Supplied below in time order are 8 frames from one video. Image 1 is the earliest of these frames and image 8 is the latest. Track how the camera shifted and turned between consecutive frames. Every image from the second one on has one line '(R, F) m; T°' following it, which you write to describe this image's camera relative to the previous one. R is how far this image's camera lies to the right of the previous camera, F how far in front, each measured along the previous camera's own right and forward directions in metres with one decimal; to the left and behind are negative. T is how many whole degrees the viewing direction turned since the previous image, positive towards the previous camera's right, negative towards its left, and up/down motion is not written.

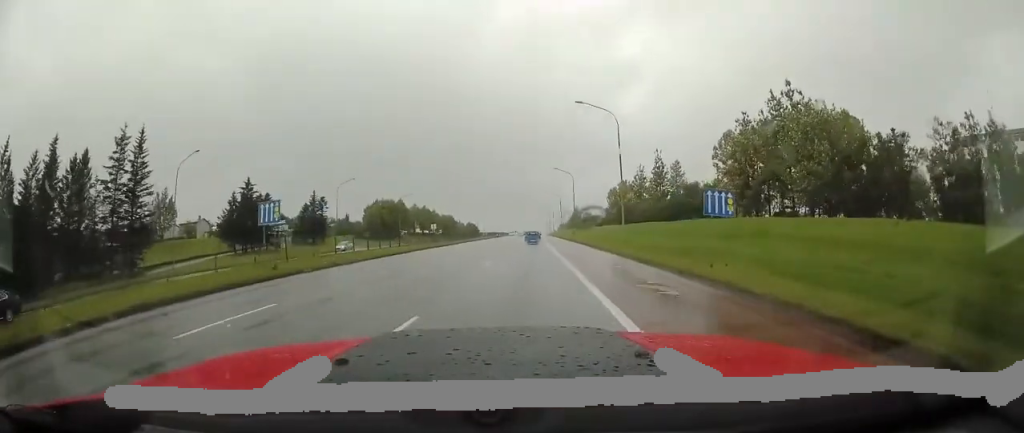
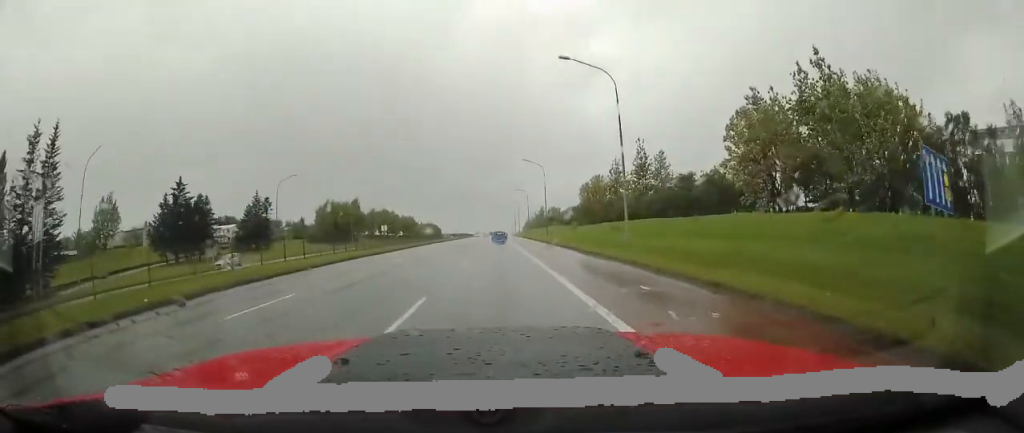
(+0.8, +9.2) m; +5°
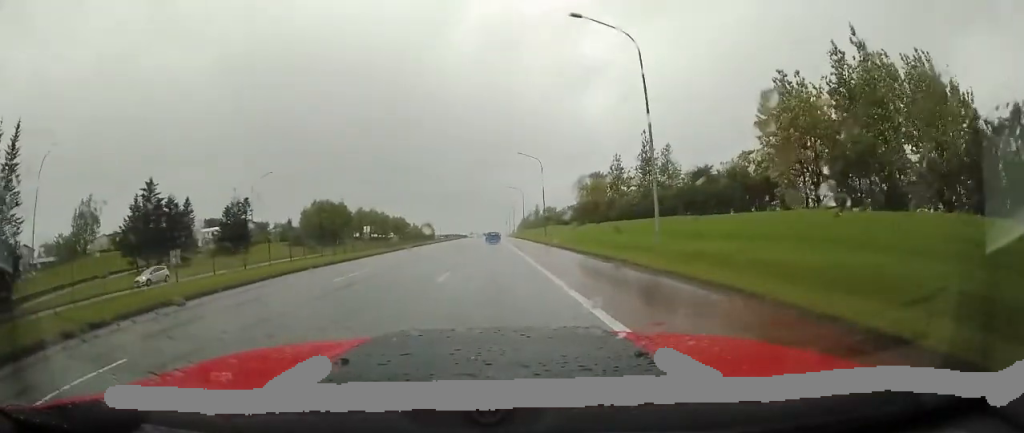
(+0.1, +5.6) m; +1°
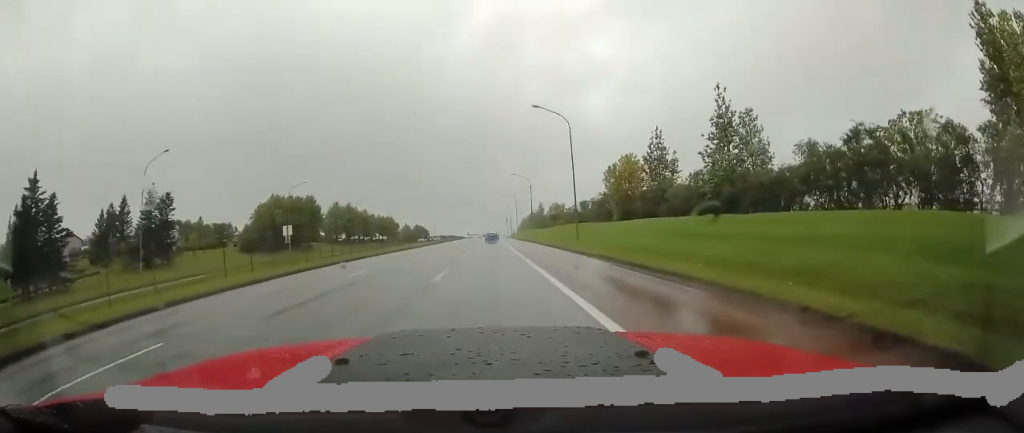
(+0.3, +22.8) m; +1°
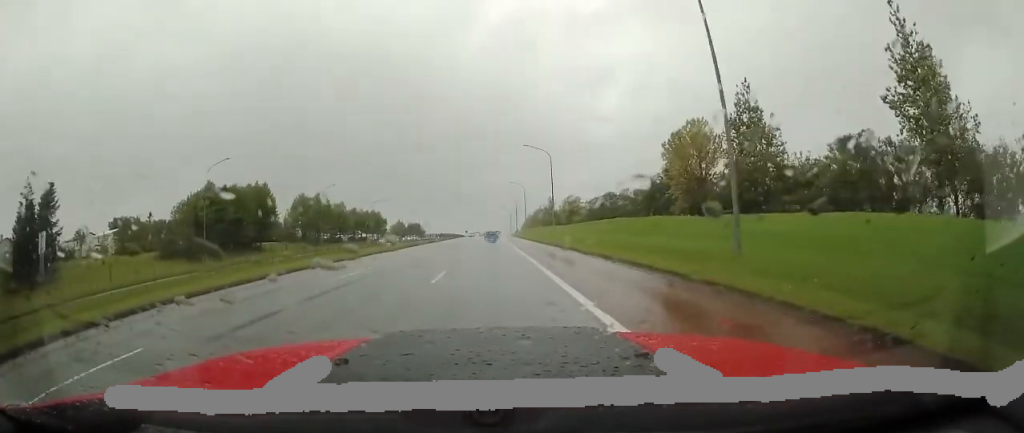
(-0.3, +25.1) m; -1°
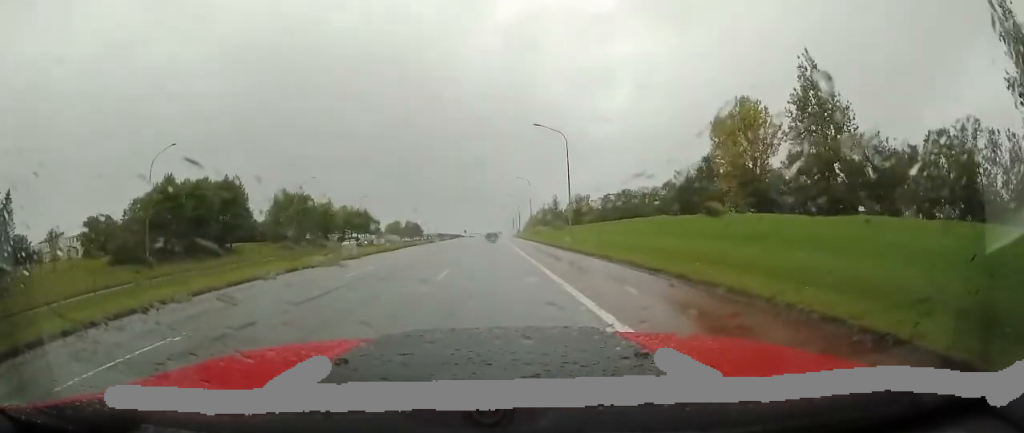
(0.0, +10.8) m; 0°
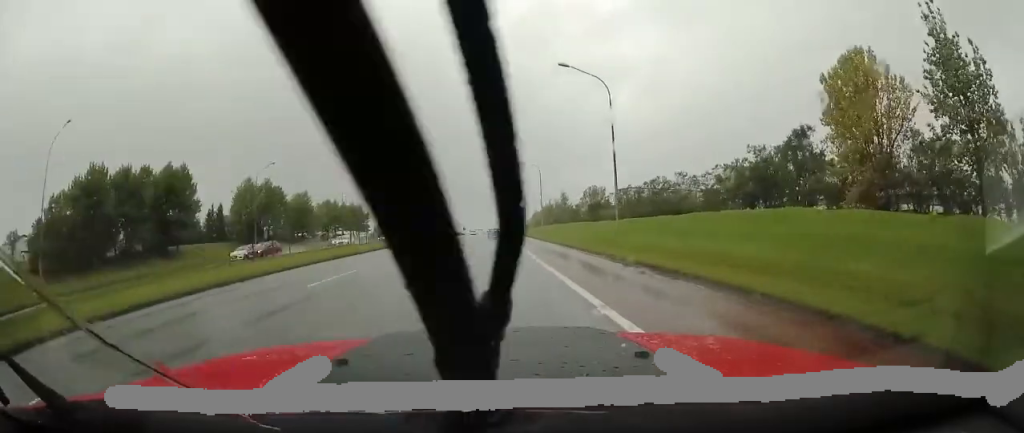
(+0.1, +15.4) m; +1°
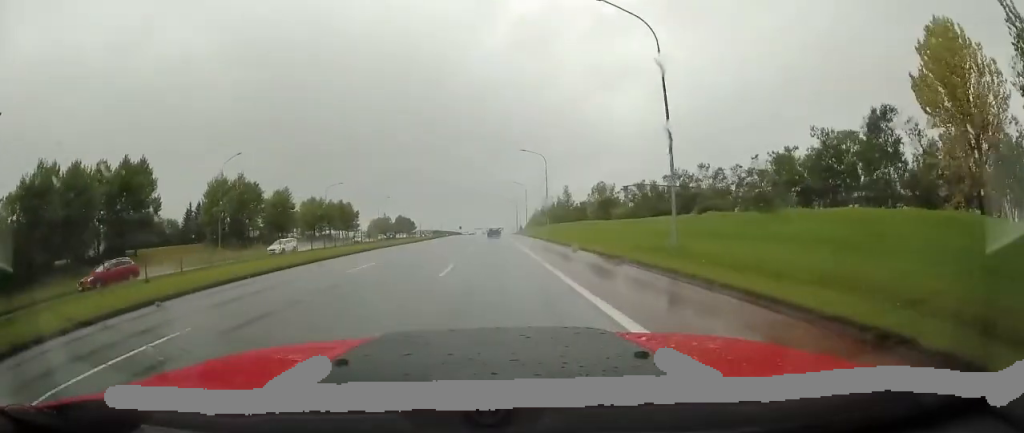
(+0.1, +9.3) m; +1°
